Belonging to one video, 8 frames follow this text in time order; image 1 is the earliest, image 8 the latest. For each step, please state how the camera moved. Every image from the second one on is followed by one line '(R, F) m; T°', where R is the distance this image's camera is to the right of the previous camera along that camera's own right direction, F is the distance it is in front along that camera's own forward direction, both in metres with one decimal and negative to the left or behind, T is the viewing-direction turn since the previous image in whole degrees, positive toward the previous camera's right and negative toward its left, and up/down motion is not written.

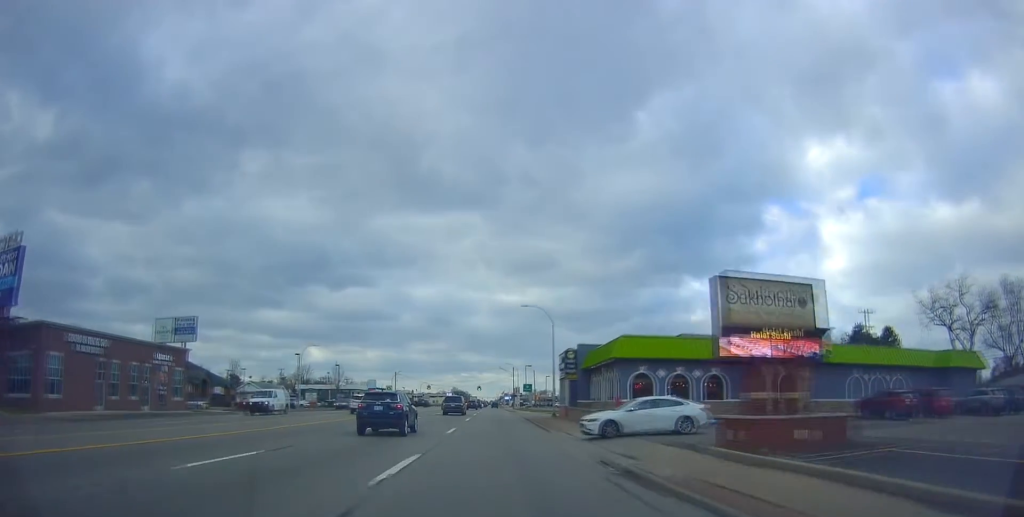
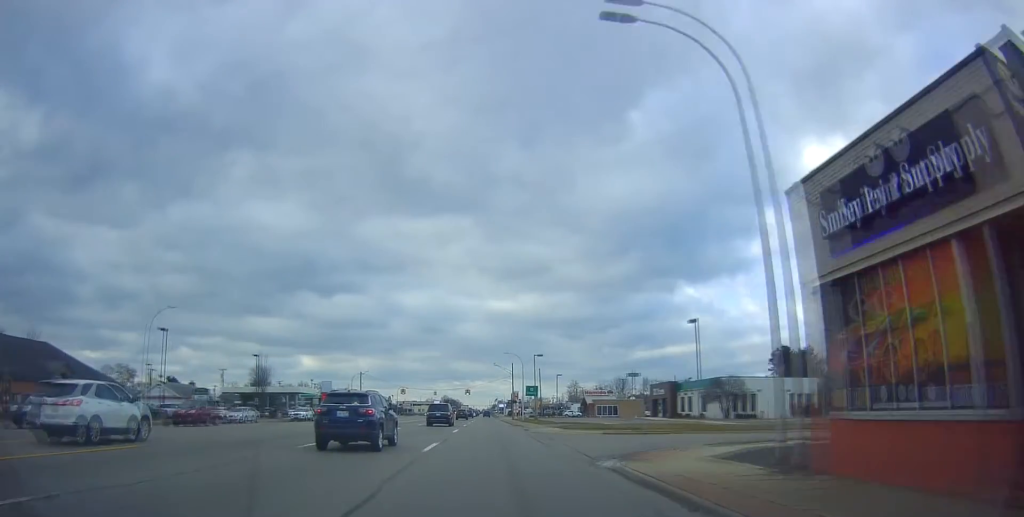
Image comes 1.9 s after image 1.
(0.0, +38.1) m; 0°
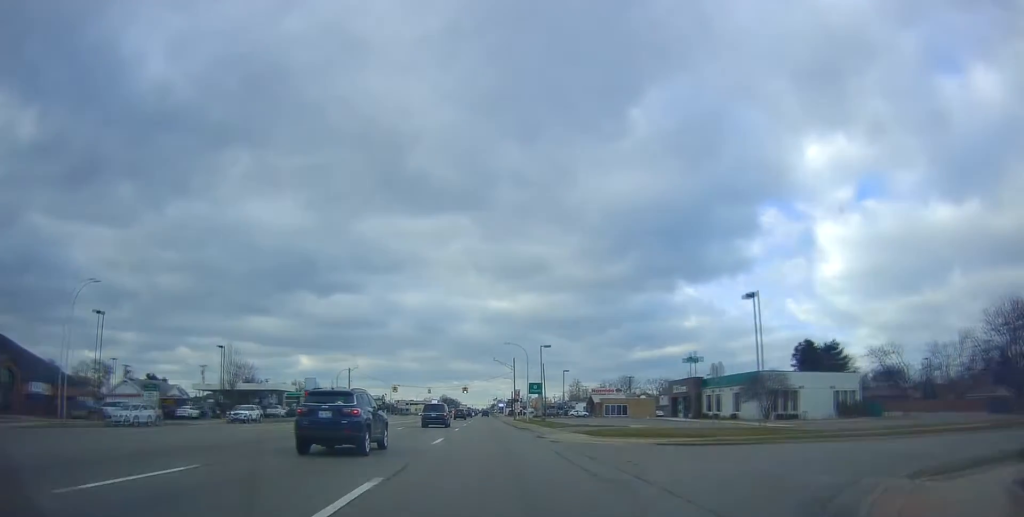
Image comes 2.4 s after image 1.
(+0.2, +10.5) m; +1°
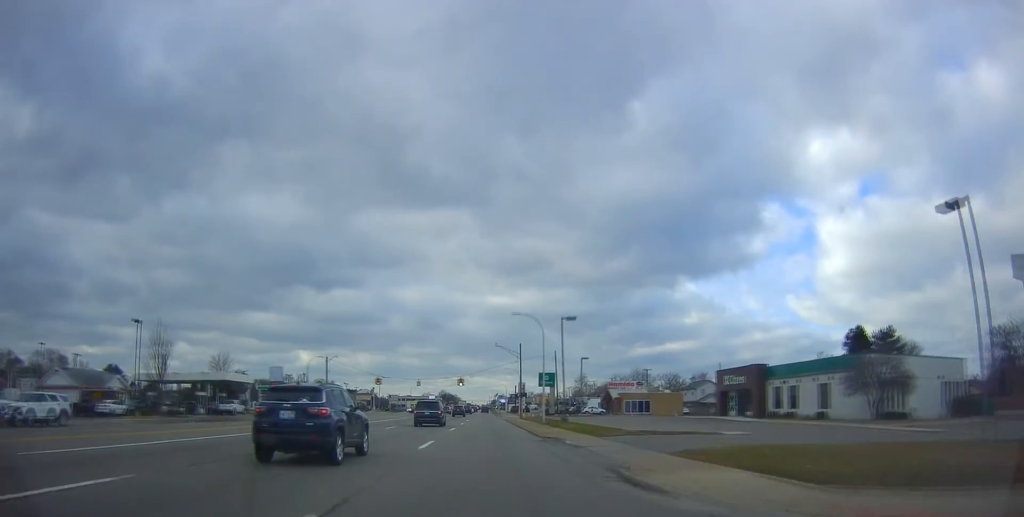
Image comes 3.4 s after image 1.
(+0.1, +18.0) m; -1°
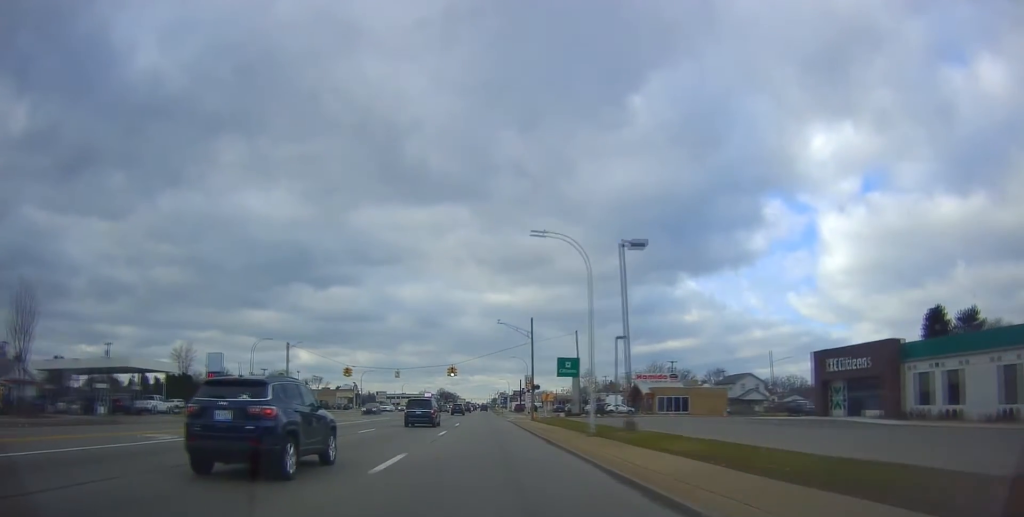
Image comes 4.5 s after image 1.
(-0.5, +21.5) m; -1°
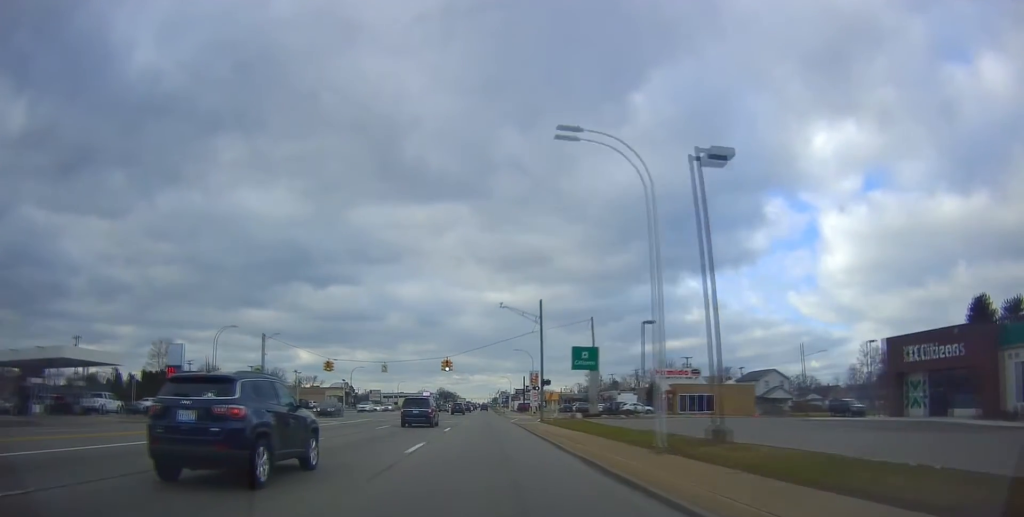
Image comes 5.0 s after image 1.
(+0.1, +10.0) m; +1°
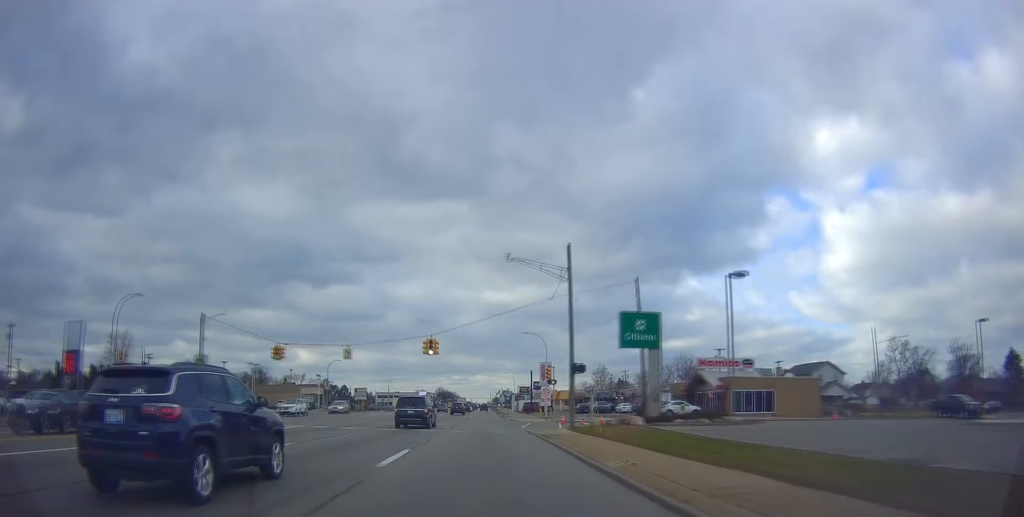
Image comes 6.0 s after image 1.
(+0.3, +18.0) m; +1°
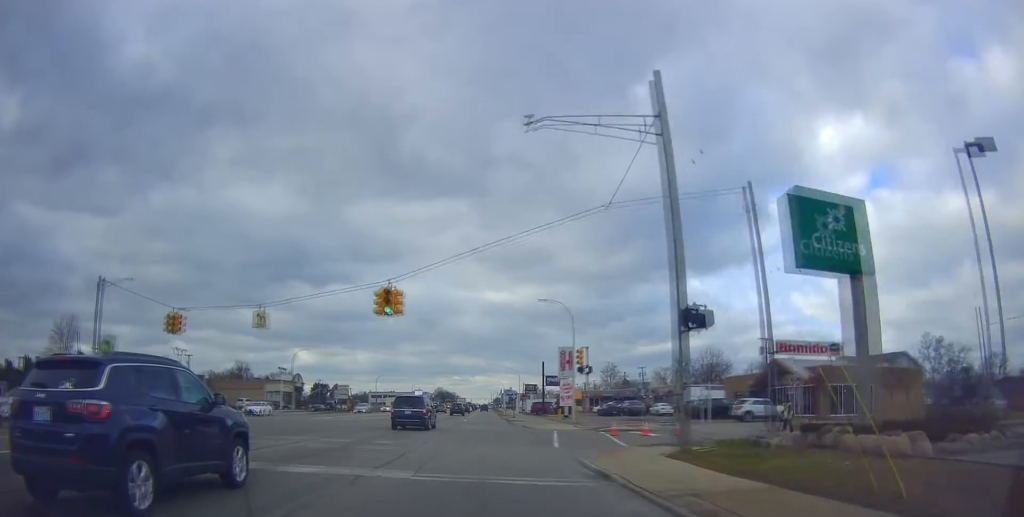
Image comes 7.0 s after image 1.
(0.0, +18.7) m; 0°
